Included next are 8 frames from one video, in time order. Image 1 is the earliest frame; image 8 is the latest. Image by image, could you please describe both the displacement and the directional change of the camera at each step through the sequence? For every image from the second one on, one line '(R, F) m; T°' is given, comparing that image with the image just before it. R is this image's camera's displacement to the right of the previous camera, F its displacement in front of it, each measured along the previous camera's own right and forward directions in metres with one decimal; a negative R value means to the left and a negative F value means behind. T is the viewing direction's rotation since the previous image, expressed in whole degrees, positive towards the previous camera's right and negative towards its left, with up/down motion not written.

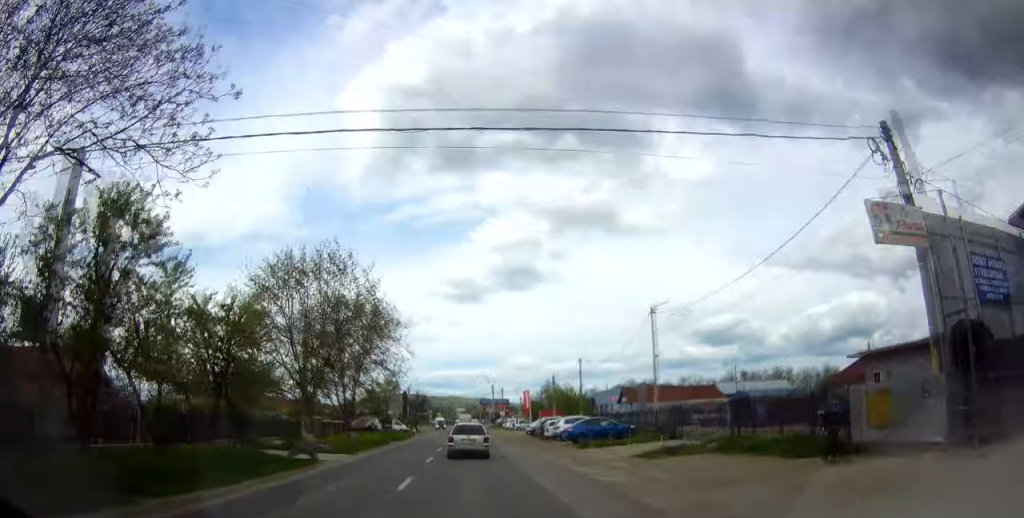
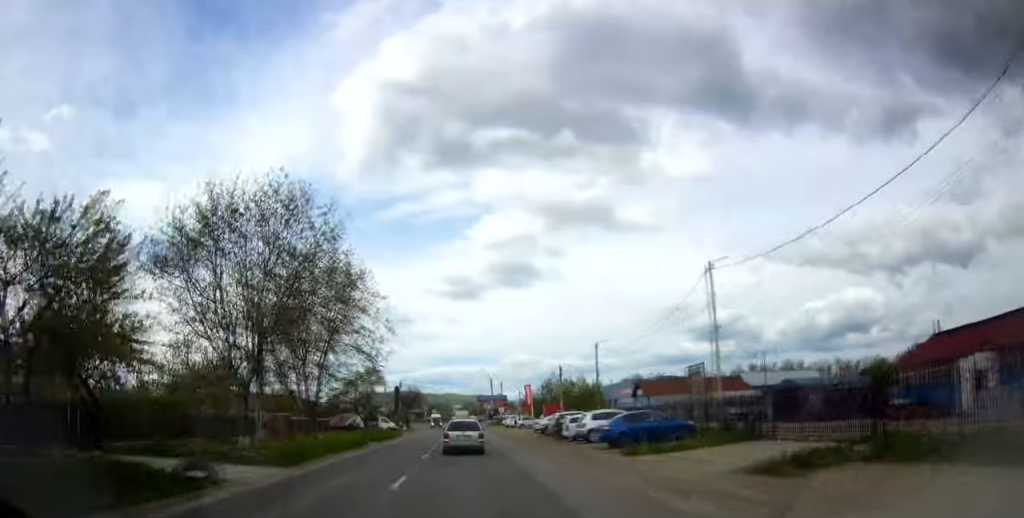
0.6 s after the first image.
(+0.7, +9.7) m; +1°
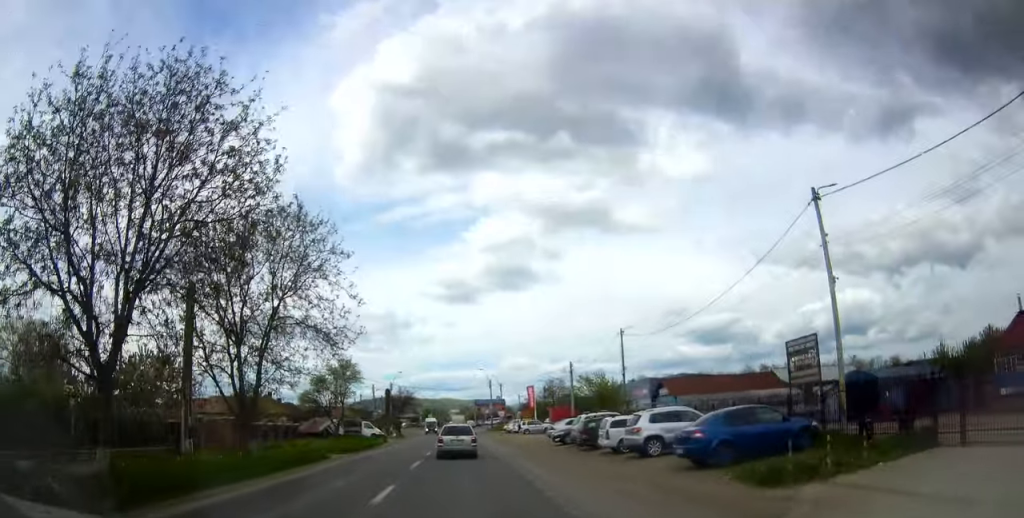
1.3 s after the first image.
(-0.1, +10.3) m; 0°
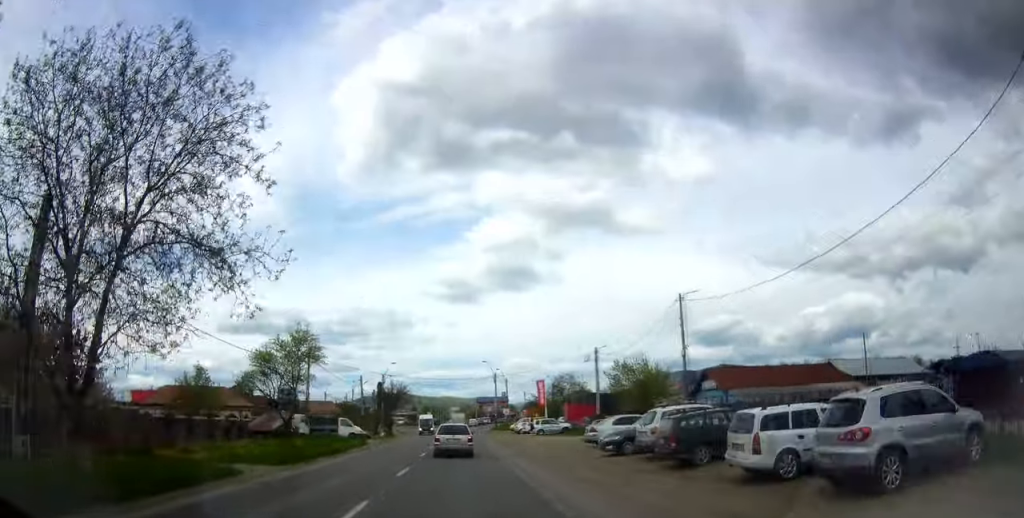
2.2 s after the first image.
(-0.2, +12.8) m; 0°
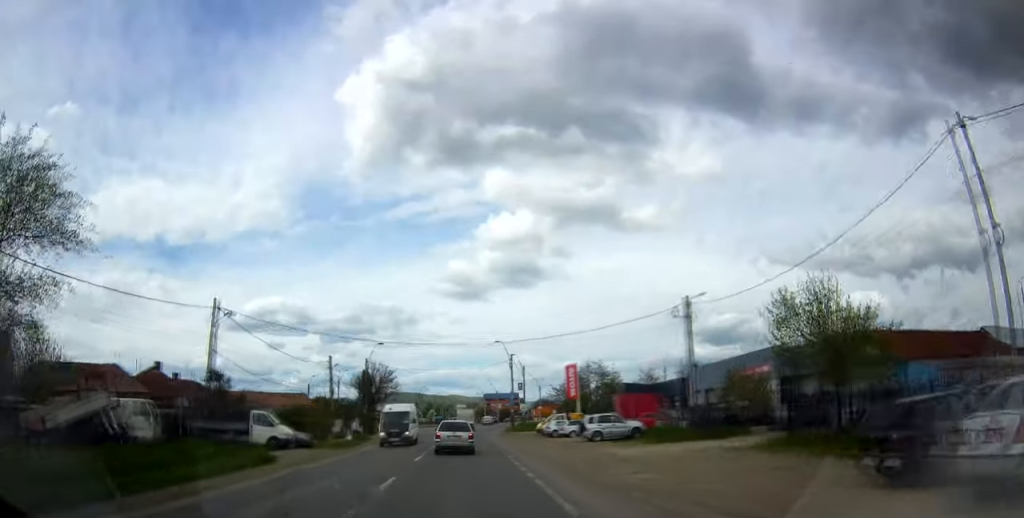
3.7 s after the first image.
(-0.1, +23.1) m; -1°
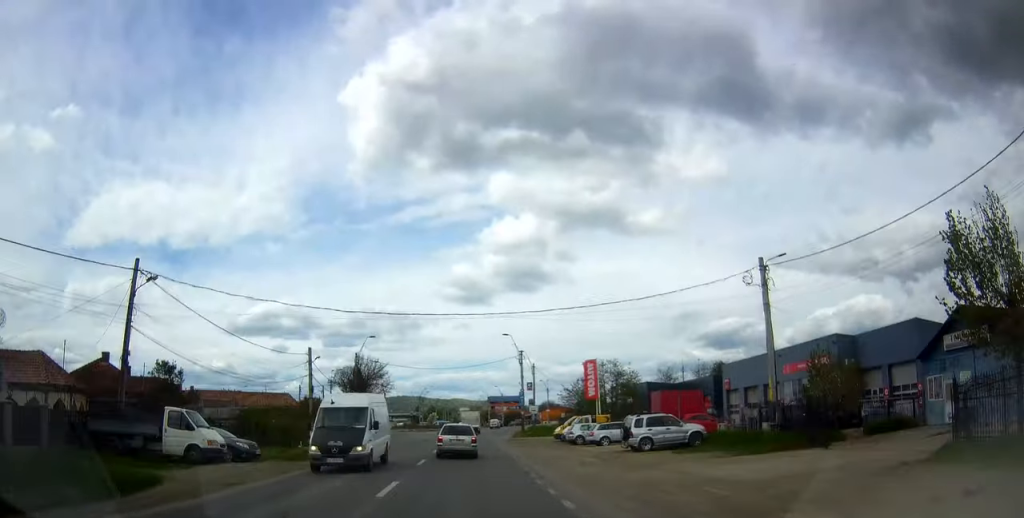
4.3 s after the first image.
(0.0, +9.7) m; +1°
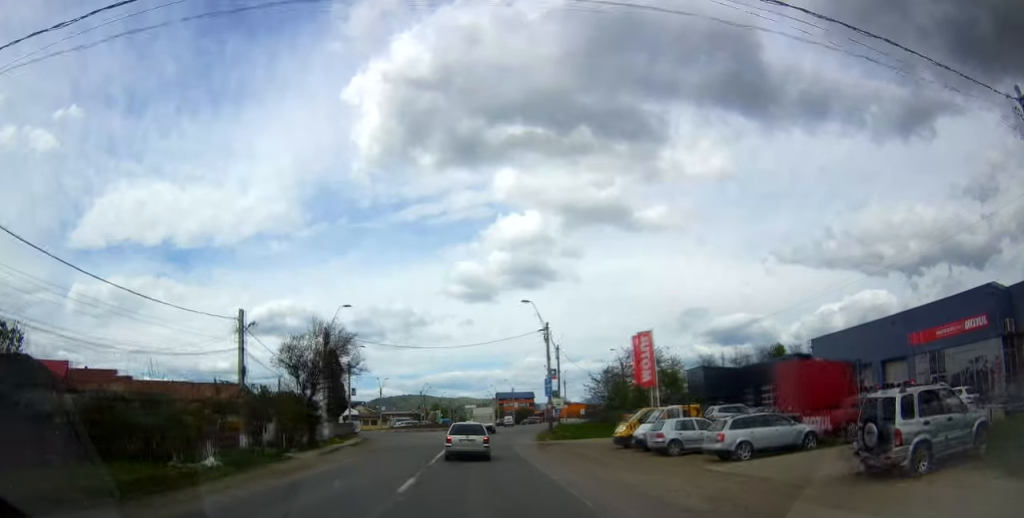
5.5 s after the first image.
(+0.5, +18.0) m; +1°
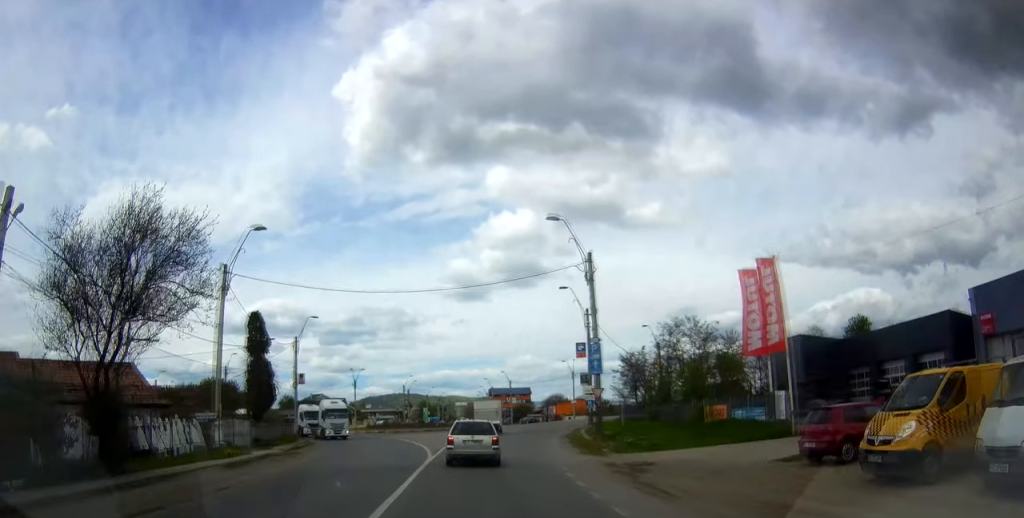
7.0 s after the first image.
(-0.2, +22.2) m; +1°
